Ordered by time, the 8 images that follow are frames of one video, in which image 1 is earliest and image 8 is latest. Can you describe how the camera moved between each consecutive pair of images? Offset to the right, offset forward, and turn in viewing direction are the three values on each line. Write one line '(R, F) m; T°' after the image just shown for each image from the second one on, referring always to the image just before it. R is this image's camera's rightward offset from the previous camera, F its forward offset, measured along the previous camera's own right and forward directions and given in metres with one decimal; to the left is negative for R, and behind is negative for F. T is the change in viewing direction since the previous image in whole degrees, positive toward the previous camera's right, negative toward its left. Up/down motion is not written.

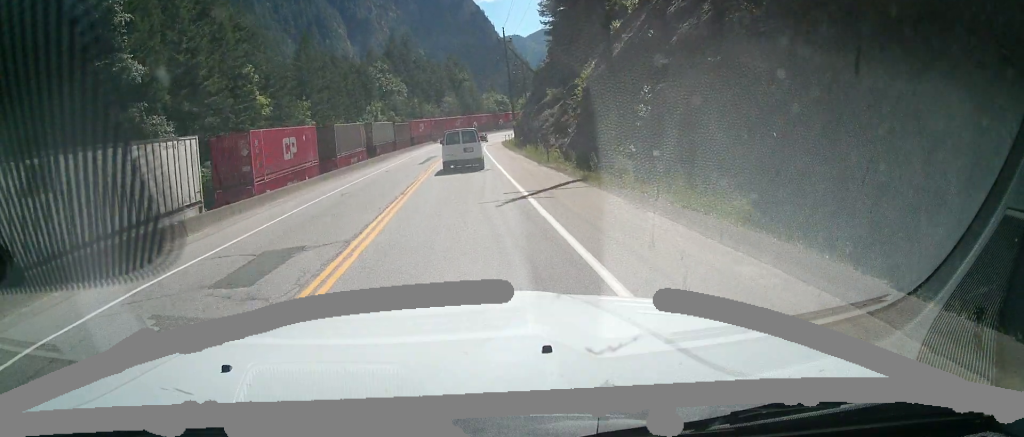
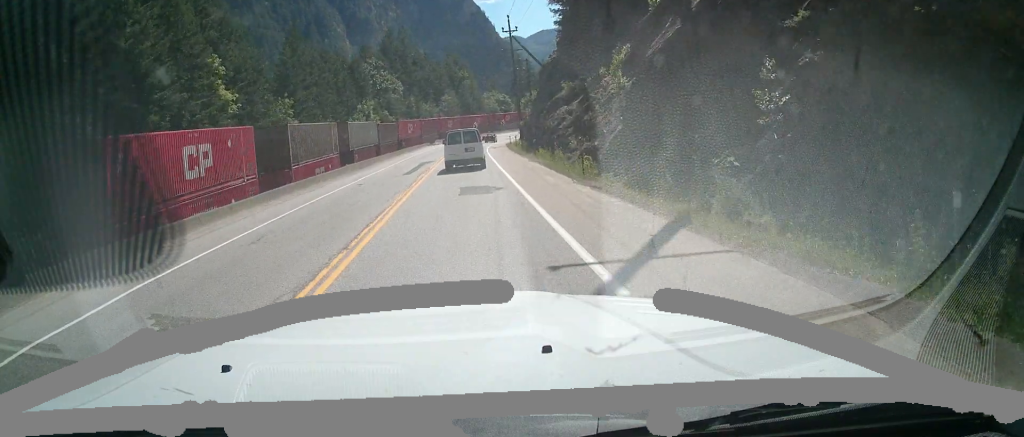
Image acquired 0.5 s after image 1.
(+0.1, +10.2) m; 0°
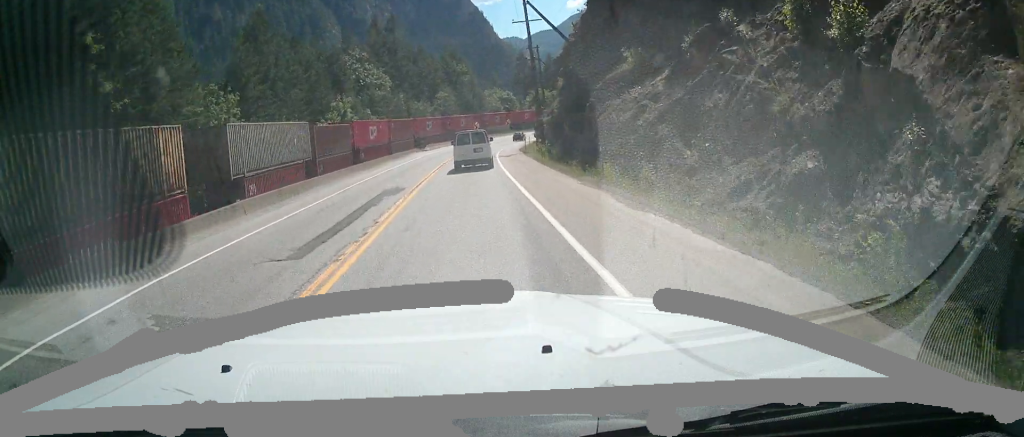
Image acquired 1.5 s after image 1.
(-0.2, +22.1) m; +1°
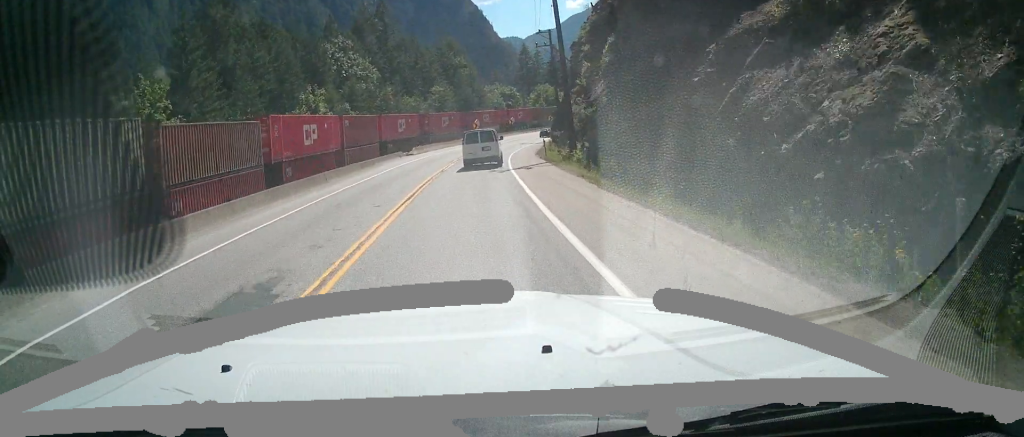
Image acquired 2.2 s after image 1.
(+0.4, +16.8) m; +2°
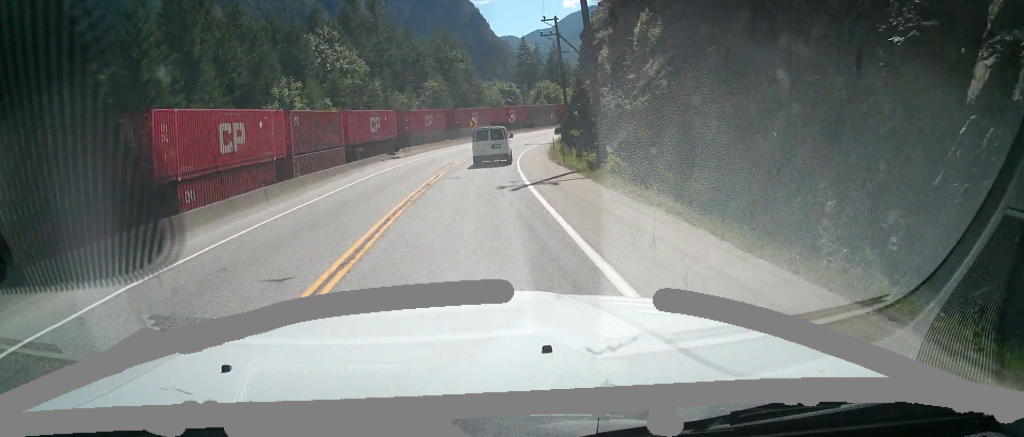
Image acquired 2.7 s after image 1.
(+0.1, +9.5) m; +2°
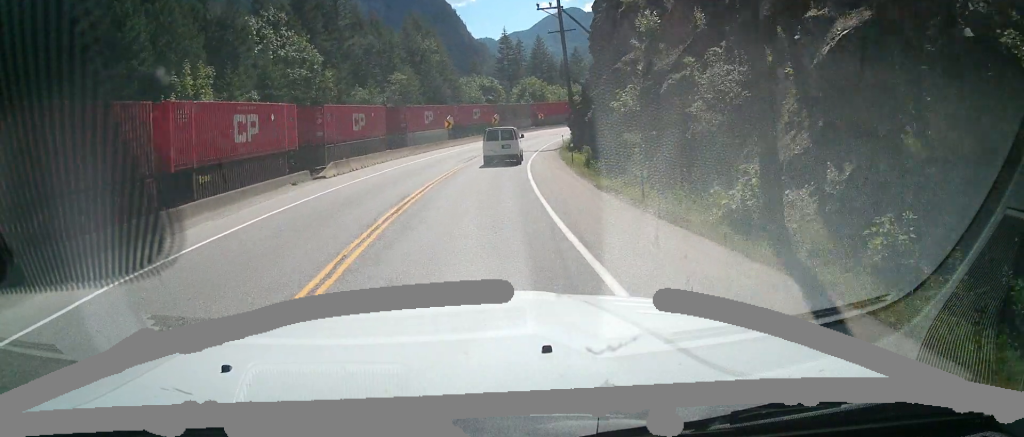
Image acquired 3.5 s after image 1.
(+0.4, +18.9) m; +4°
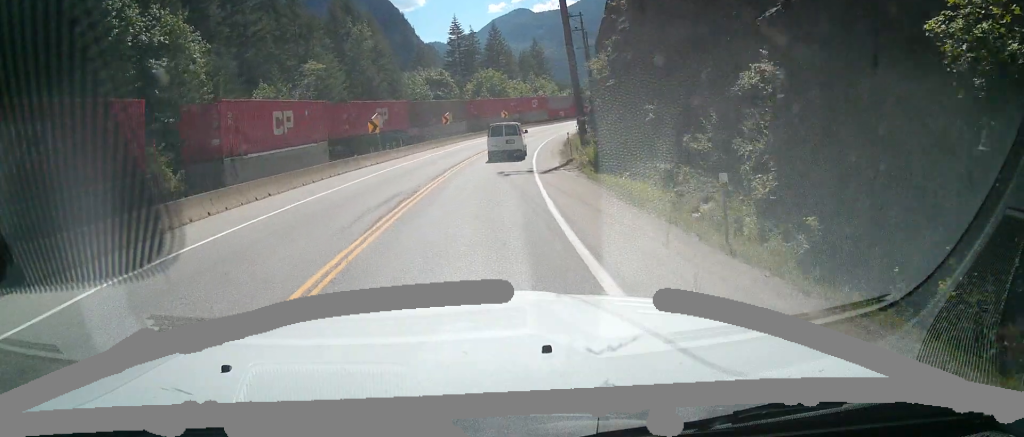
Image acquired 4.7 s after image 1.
(+1.6, +24.3) m; +7°
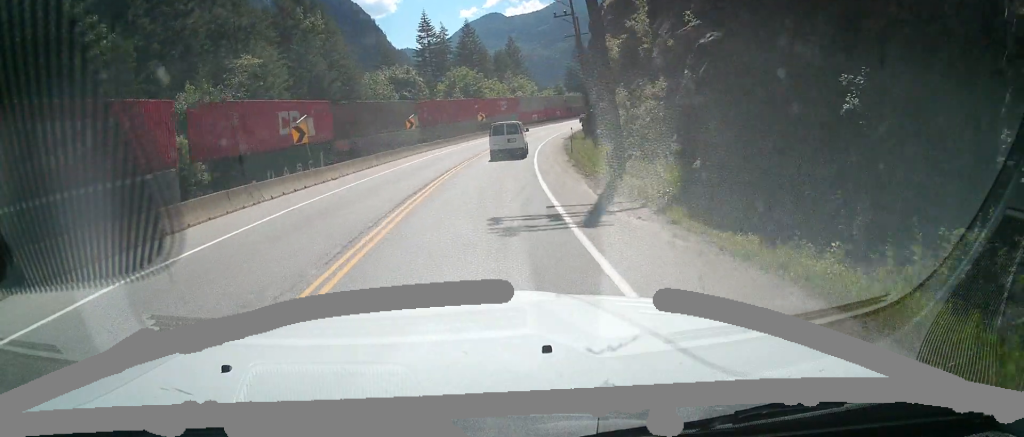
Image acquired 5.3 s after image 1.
(+0.6, +12.9) m; +3°
